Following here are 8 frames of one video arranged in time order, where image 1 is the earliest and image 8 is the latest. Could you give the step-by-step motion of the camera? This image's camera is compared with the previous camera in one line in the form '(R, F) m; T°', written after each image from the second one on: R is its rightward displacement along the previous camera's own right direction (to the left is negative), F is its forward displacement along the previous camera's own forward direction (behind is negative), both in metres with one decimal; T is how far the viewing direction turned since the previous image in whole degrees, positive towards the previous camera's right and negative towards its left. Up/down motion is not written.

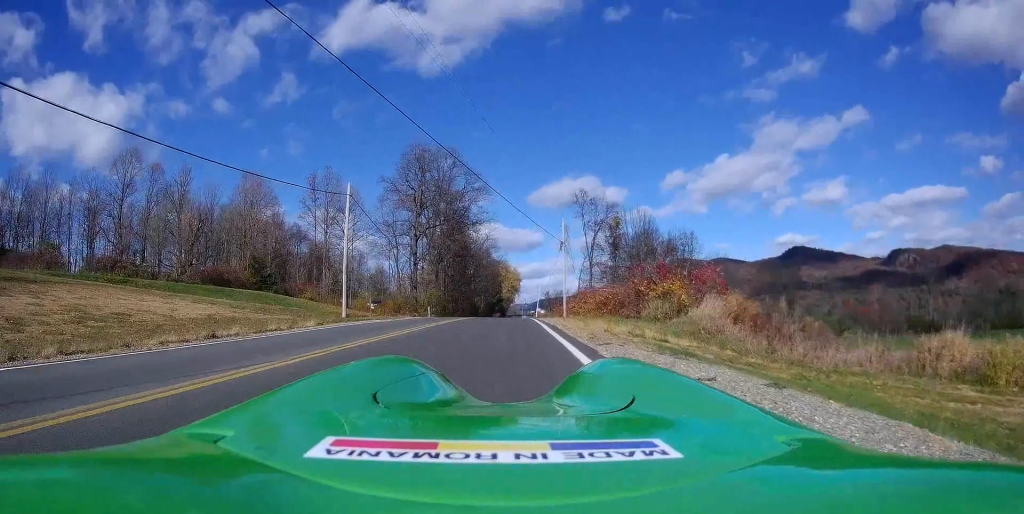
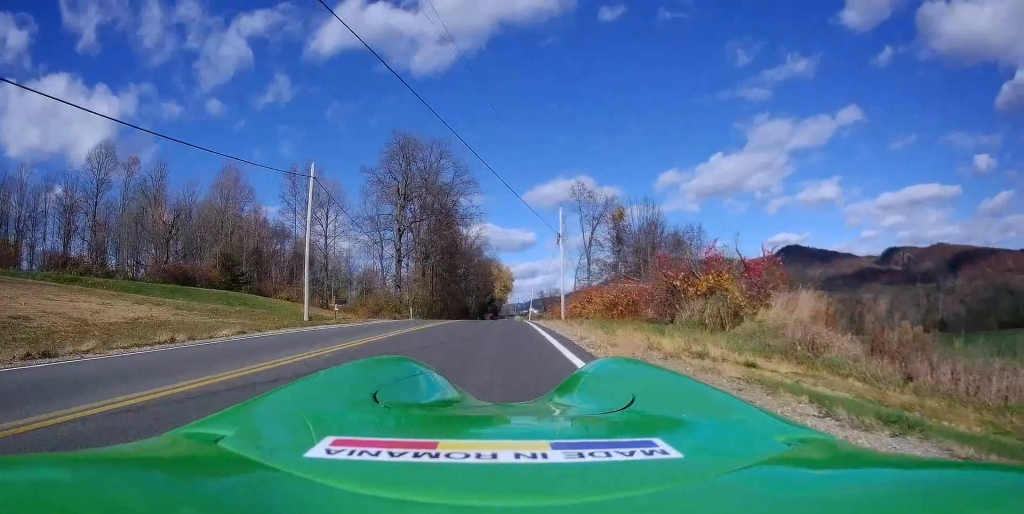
(0.0, +5.7) m; 0°
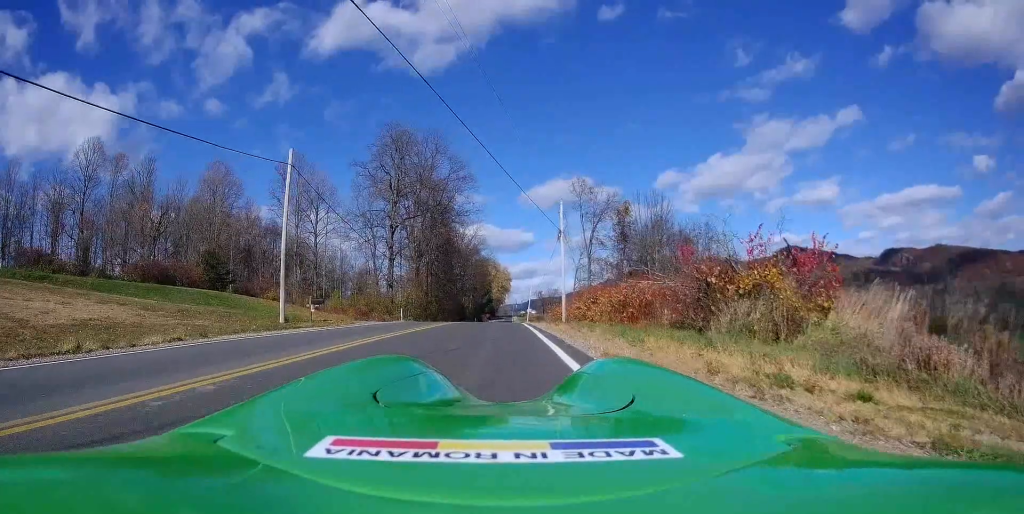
(0.0, +3.1) m; 0°
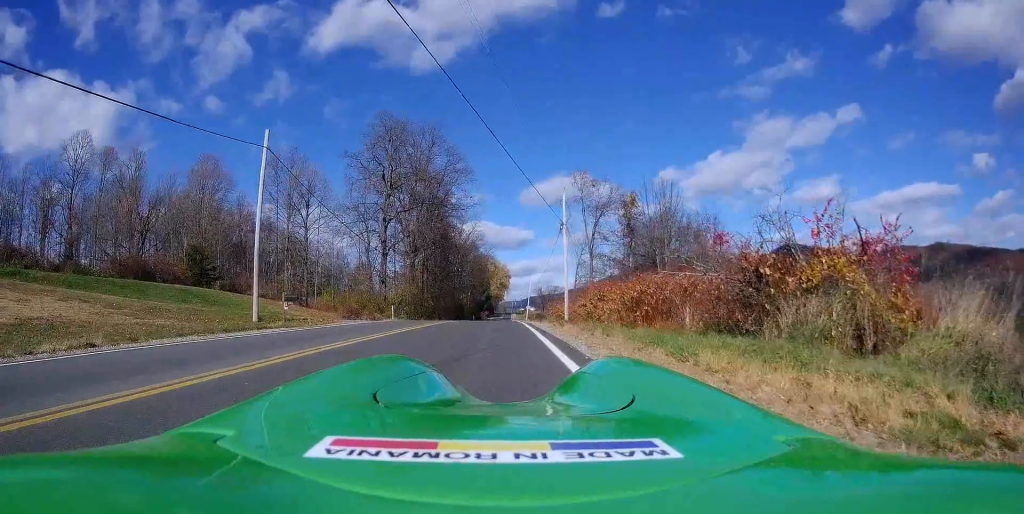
(0.0, +3.0) m; 0°
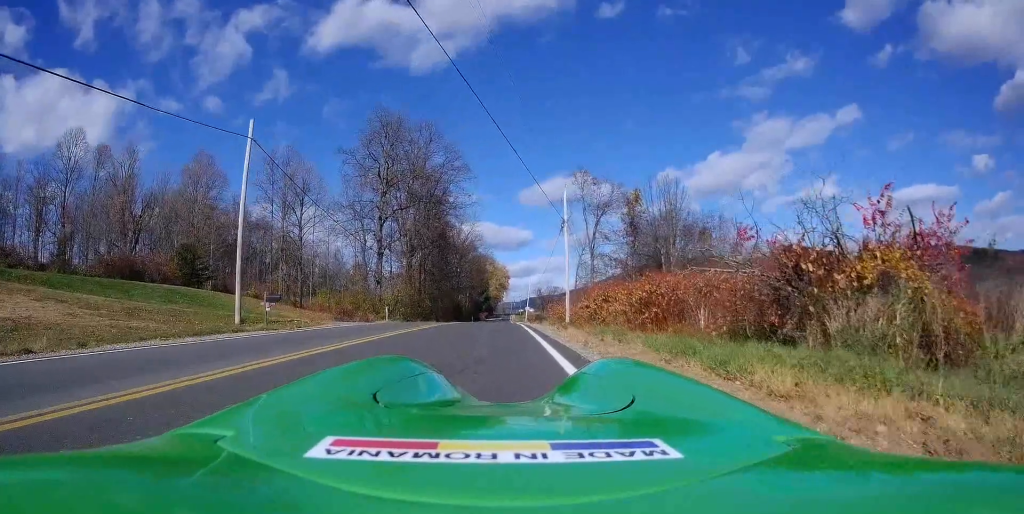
(0.0, +1.6) m; 0°
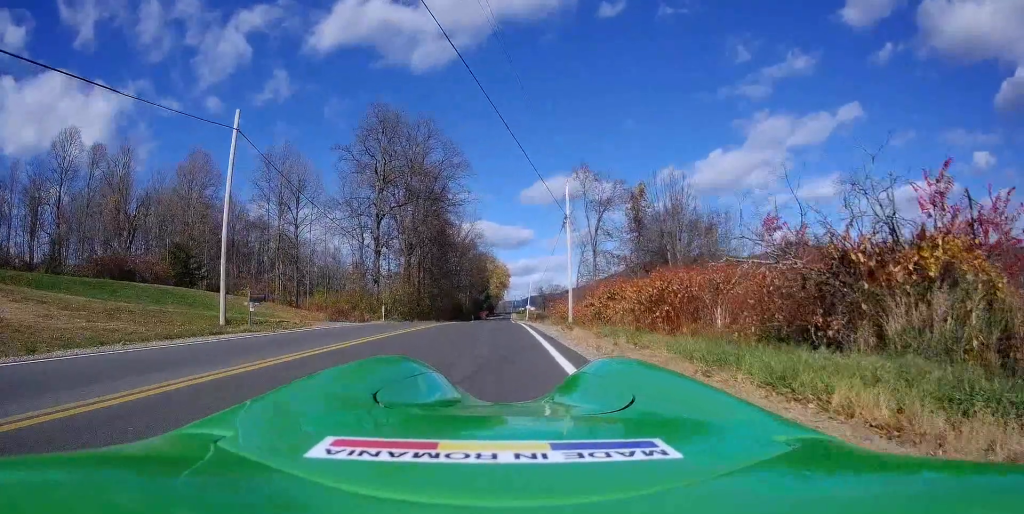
(0.0, +1.5) m; 0°
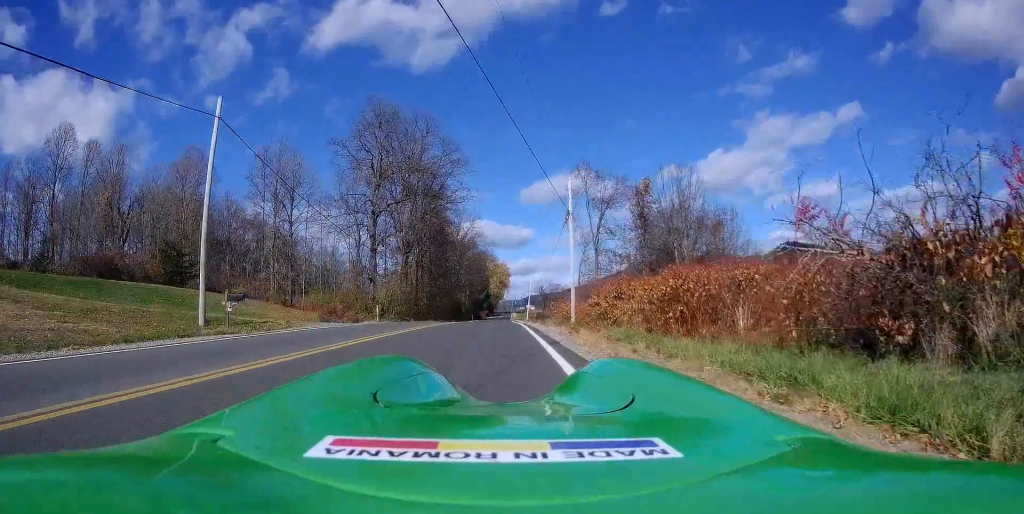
(0.0, +1.7) m; 0°
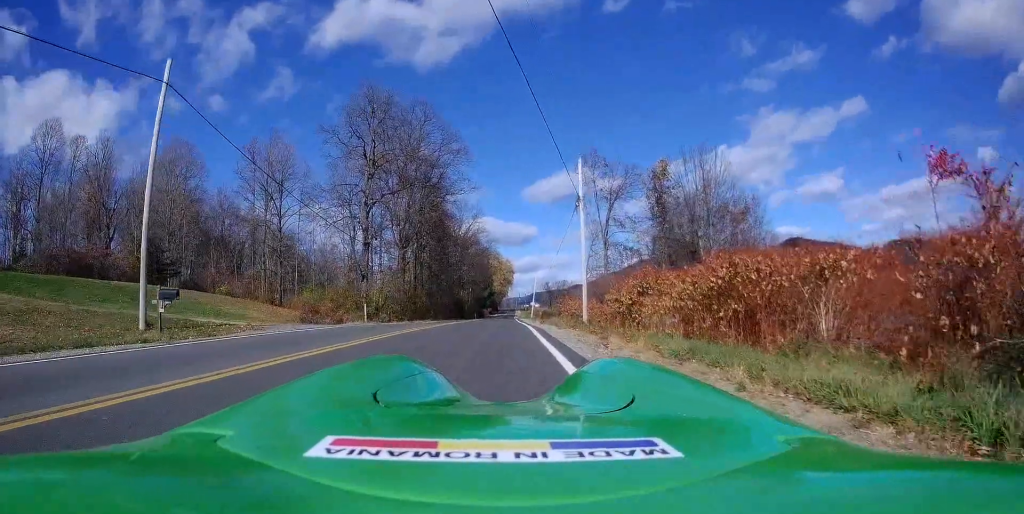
(0.0, +3.9) m; 0°
